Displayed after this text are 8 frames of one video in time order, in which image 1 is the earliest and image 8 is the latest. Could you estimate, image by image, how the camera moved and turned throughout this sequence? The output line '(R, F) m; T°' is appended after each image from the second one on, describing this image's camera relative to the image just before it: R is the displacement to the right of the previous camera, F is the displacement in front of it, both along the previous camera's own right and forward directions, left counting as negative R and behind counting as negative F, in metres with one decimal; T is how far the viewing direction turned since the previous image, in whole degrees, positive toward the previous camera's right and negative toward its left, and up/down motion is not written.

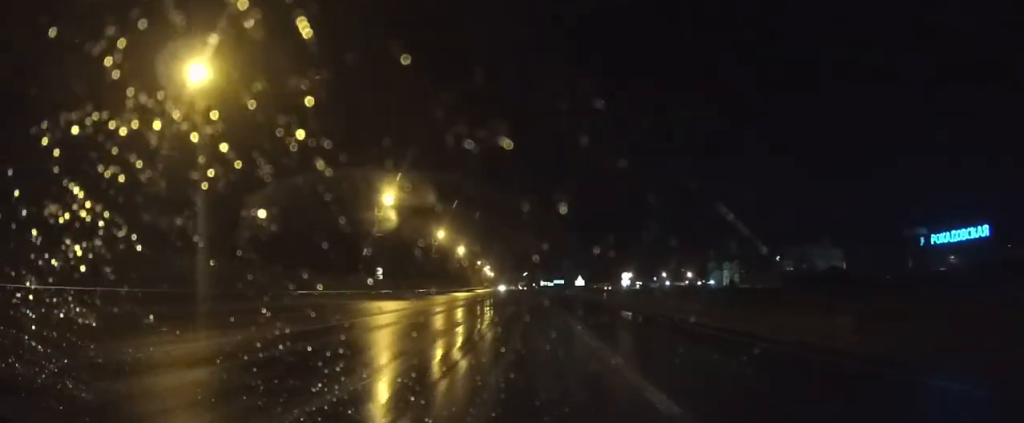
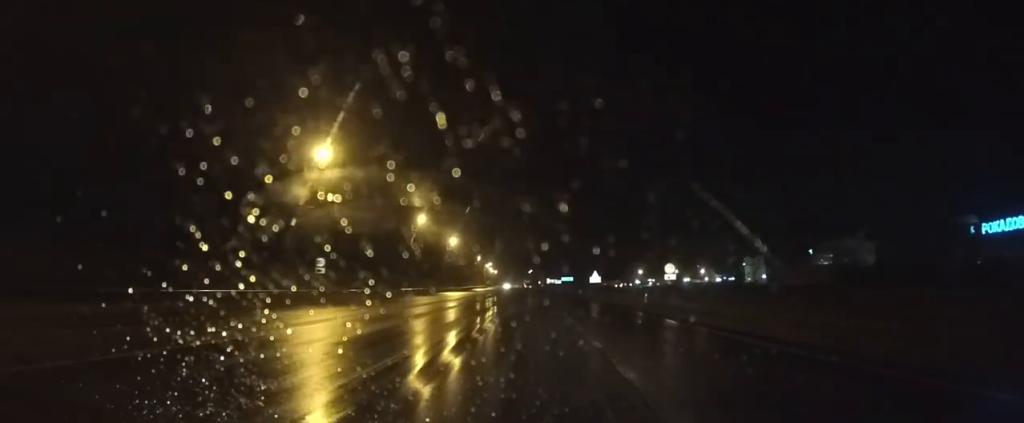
(-0.1, +21.7) m; 0°
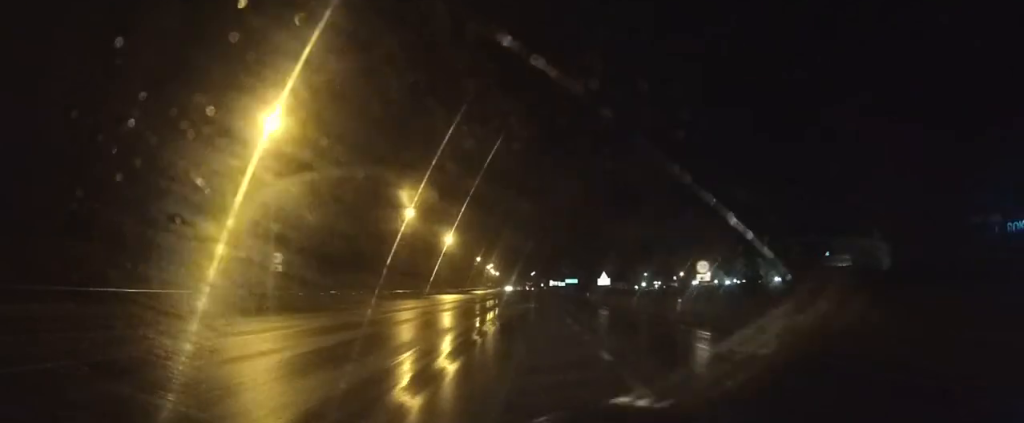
(0.0, +9.5) m; 0°
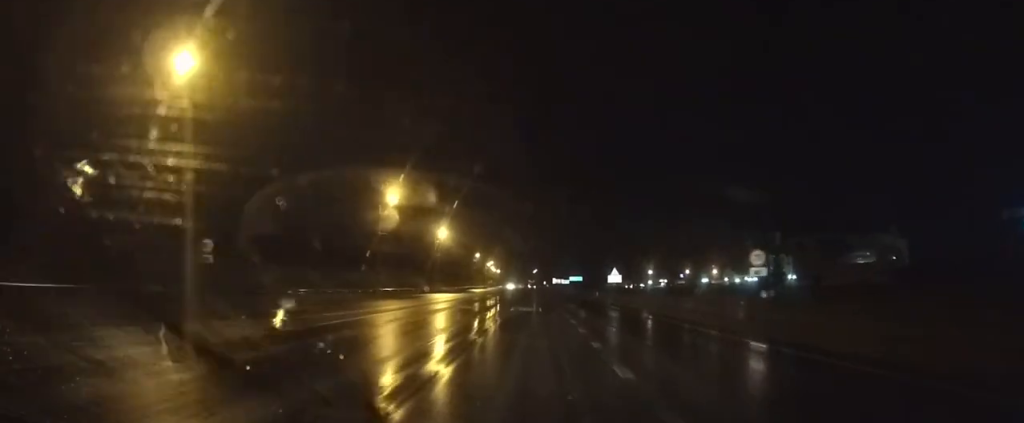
(0.0, +10.1) m; 0°
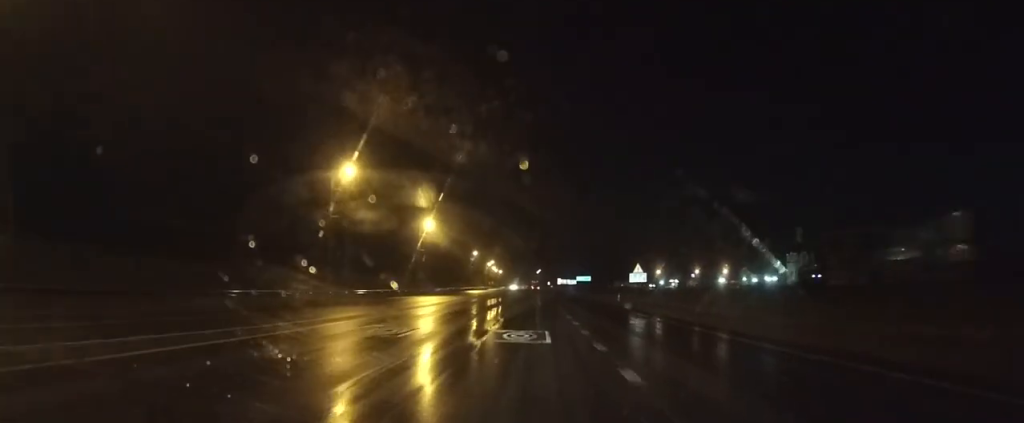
(0.0, +16.0) m; 0°
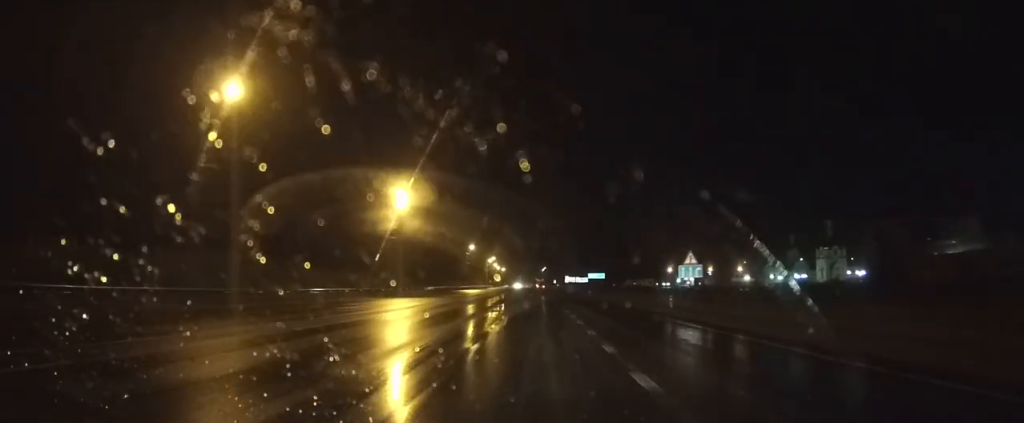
(-0.2, +20.4) m; -1°
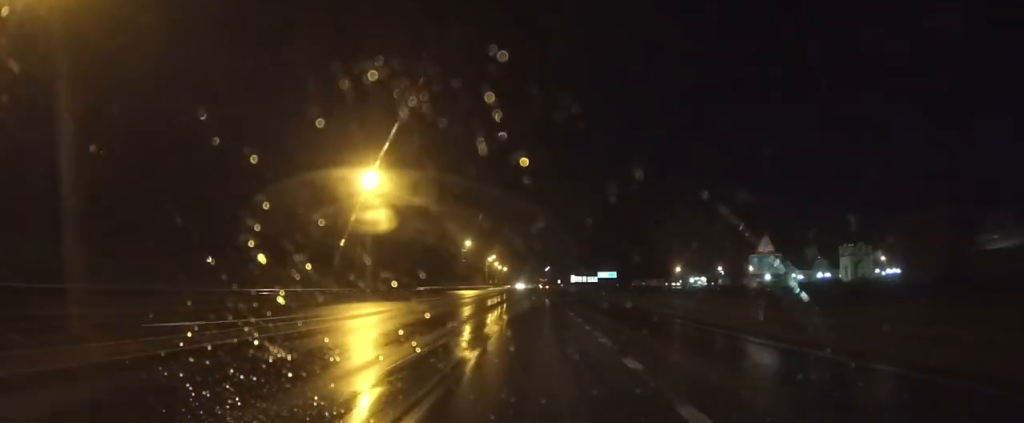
(0.0, +14.2) m; 0°
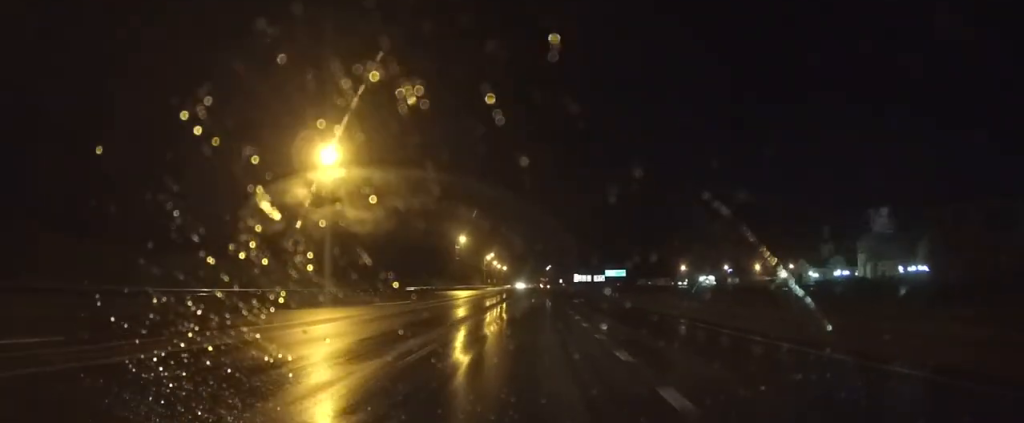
(0.0, +10.9) m; 0°
